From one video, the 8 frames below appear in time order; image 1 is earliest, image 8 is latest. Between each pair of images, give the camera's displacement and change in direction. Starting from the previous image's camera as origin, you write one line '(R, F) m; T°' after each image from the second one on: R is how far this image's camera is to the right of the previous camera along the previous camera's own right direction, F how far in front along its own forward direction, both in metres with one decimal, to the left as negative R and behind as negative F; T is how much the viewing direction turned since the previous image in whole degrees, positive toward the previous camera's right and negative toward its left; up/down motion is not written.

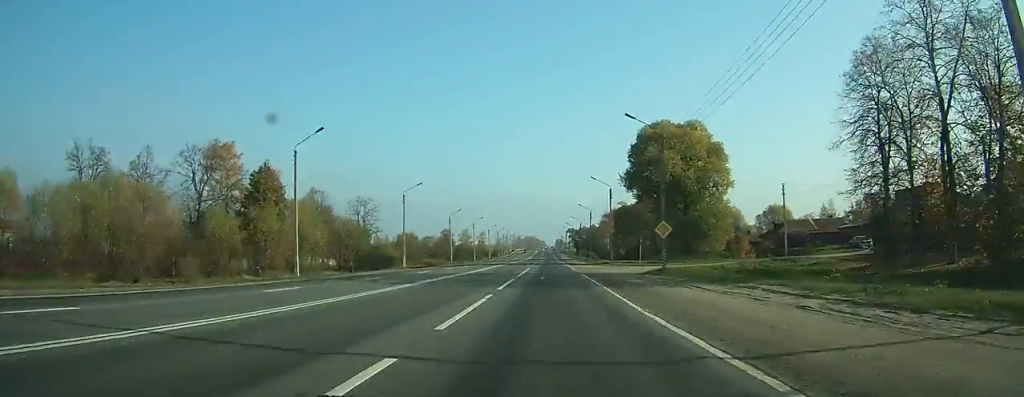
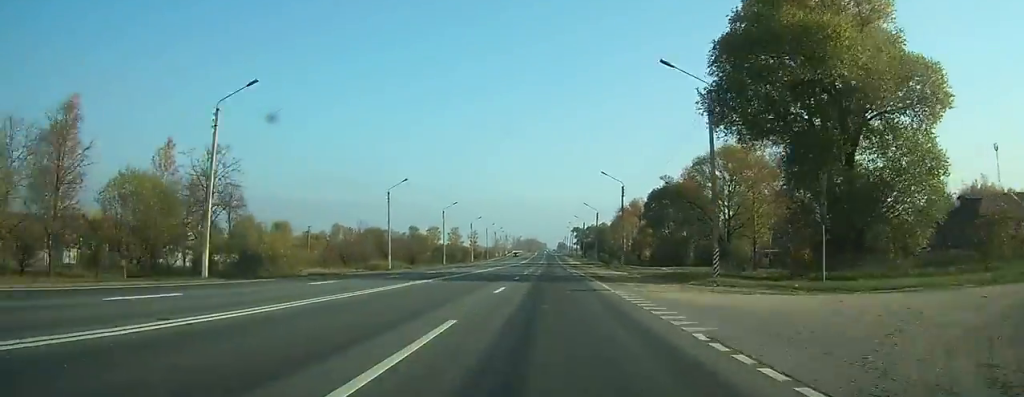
(-0.3, +43.5) m; -1°
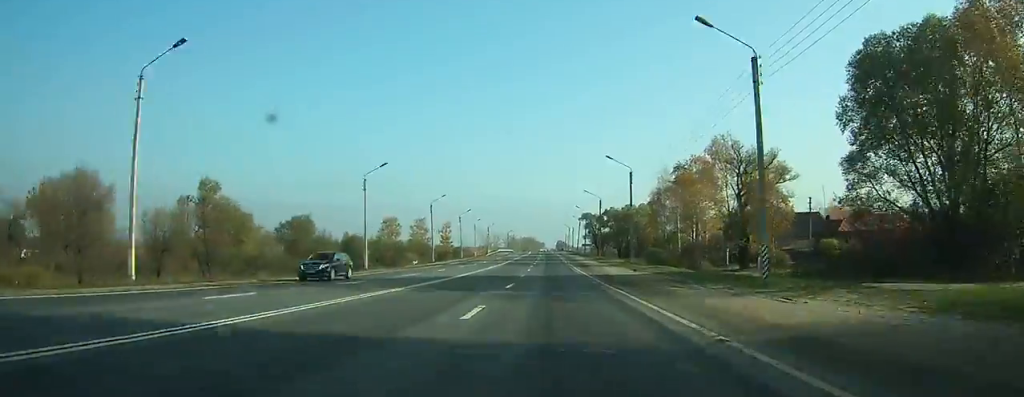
(+0.2, +79.0) m; 0°
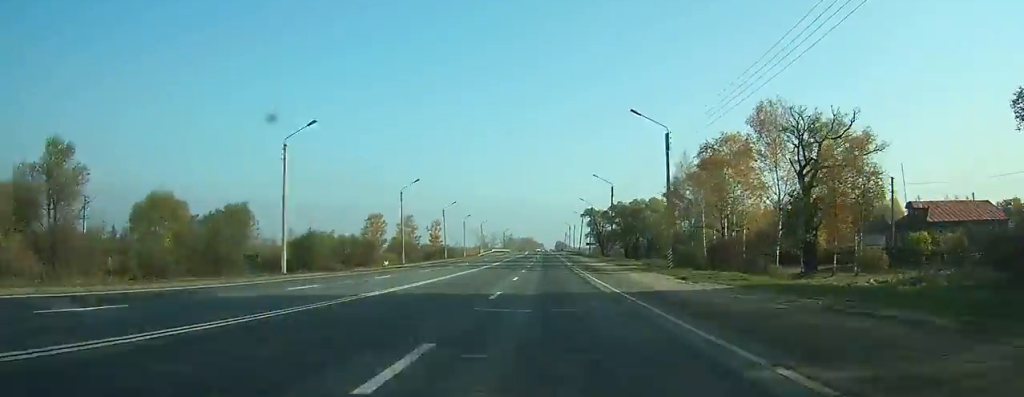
(0.0, +19.0) m; 0°
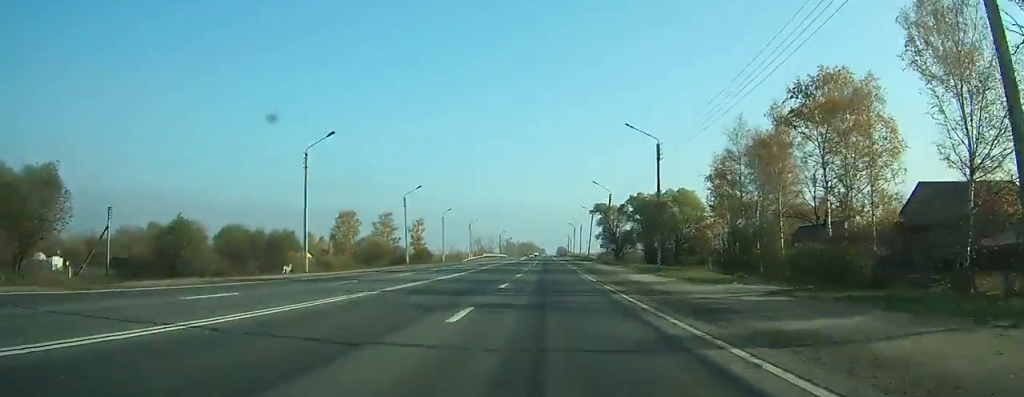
(0.0, +31.5) m; 0°
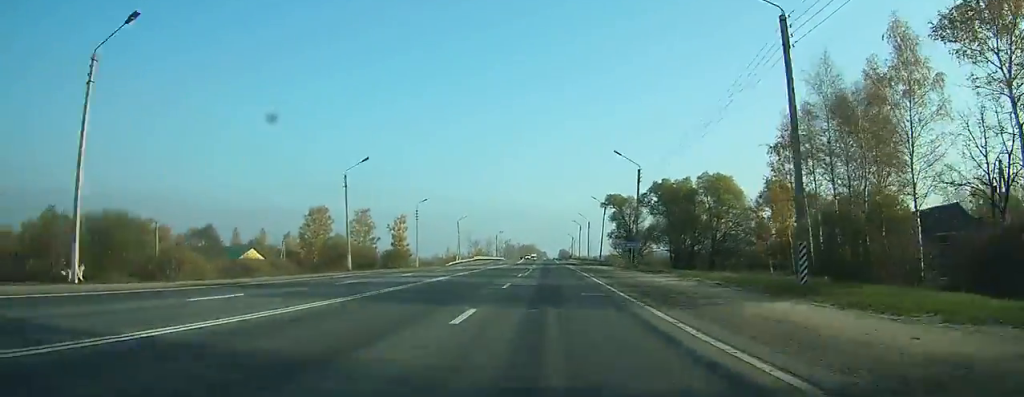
(0.0, +24.4) m; 0°
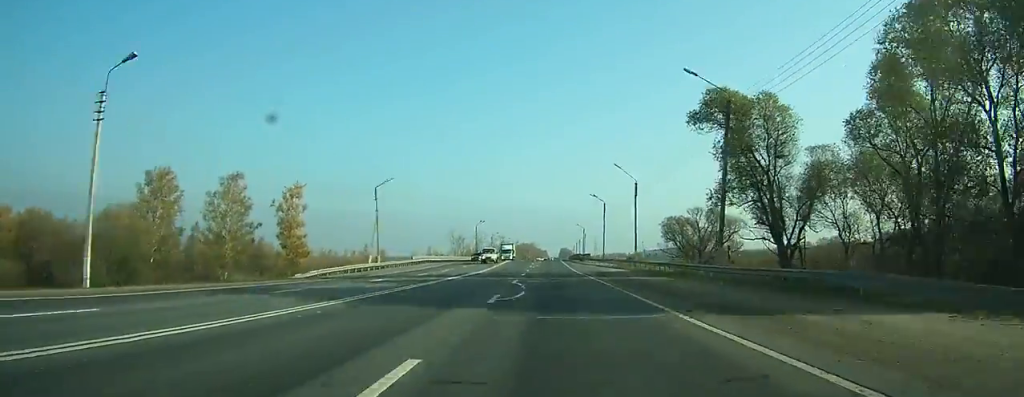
(-0.1, +63.8) m; 0°
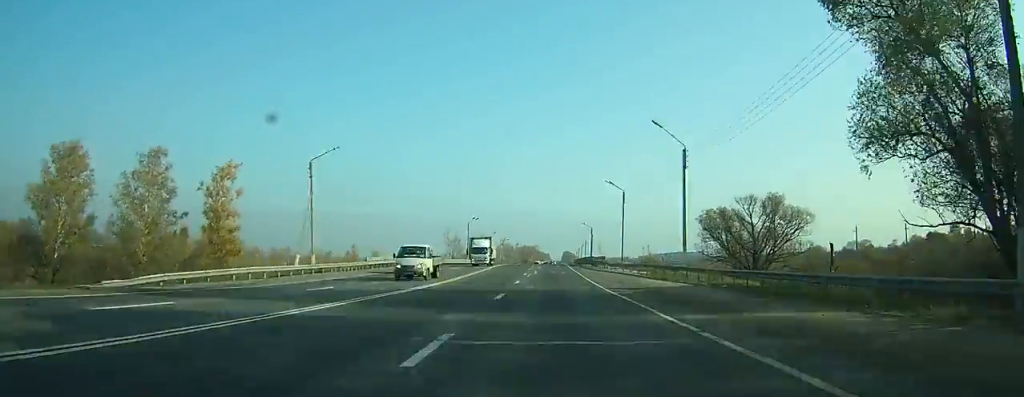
(0.0, +20.1) m; 0°
